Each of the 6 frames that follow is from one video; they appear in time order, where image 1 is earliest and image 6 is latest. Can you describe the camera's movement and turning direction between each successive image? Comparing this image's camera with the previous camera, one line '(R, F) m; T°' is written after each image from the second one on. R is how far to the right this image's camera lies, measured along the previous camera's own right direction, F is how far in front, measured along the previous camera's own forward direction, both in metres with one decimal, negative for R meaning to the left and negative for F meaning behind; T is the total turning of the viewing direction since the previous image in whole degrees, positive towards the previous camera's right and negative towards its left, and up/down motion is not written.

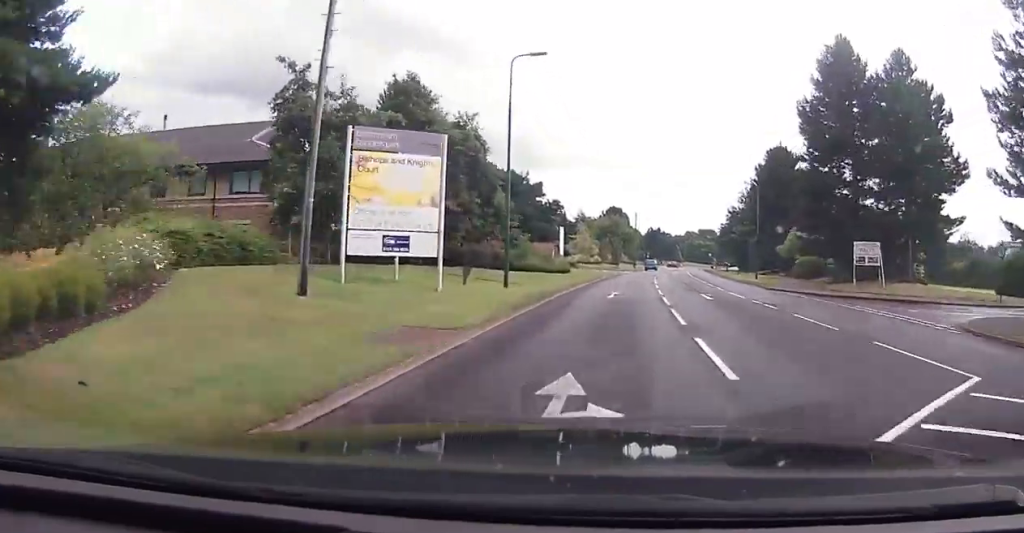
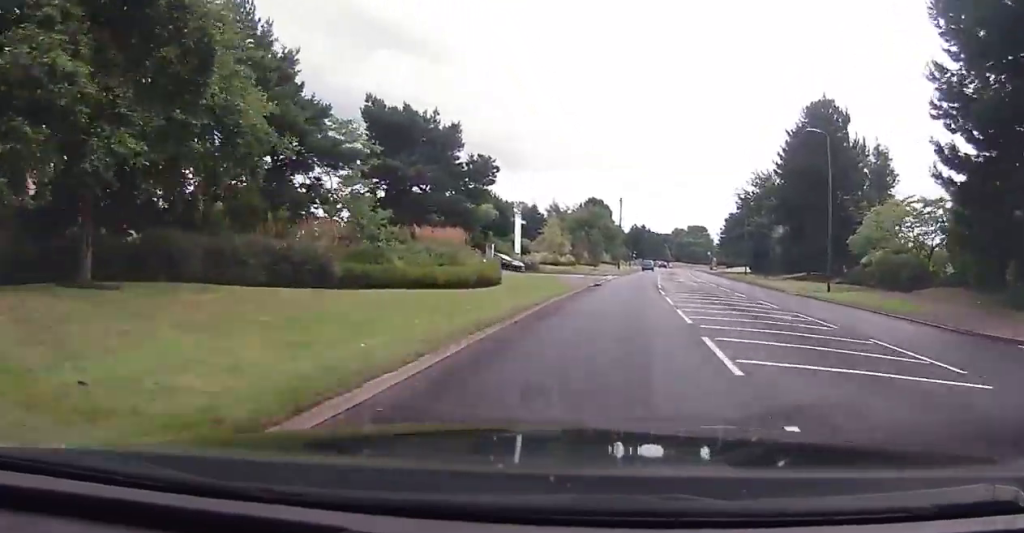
(+3.7, +23.8) m; +16°
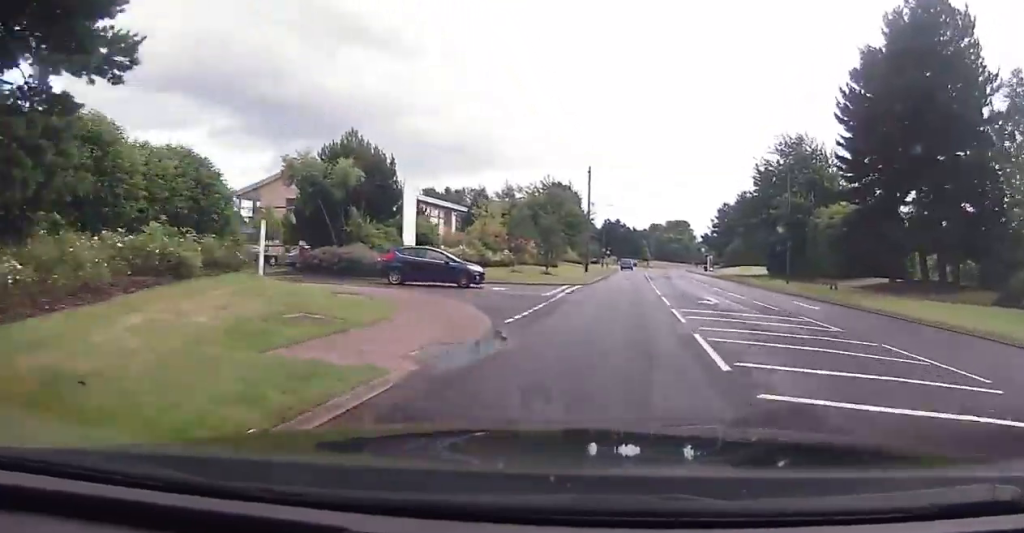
(-0.8, +24.7) m; -9°
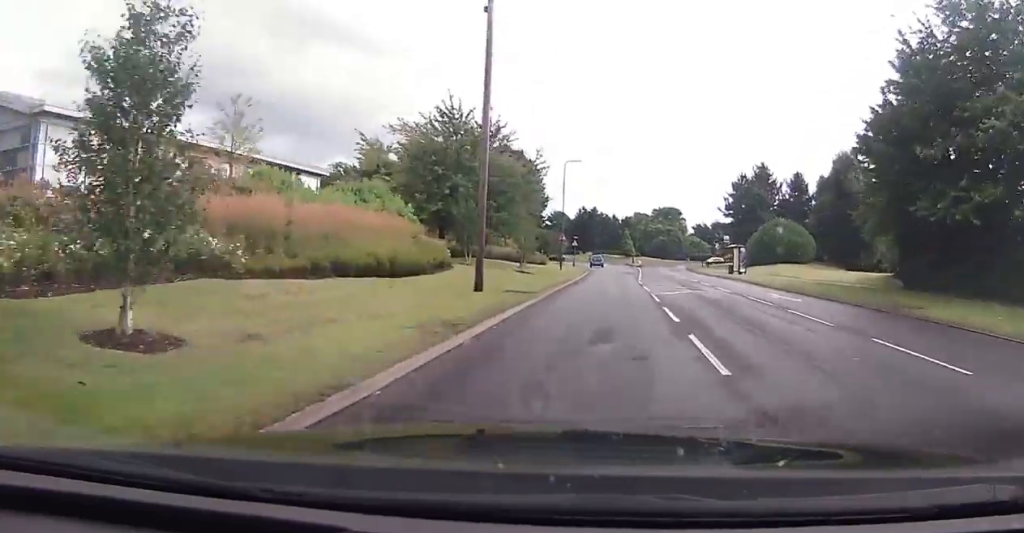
(+1.1, +36.4) m; +6°
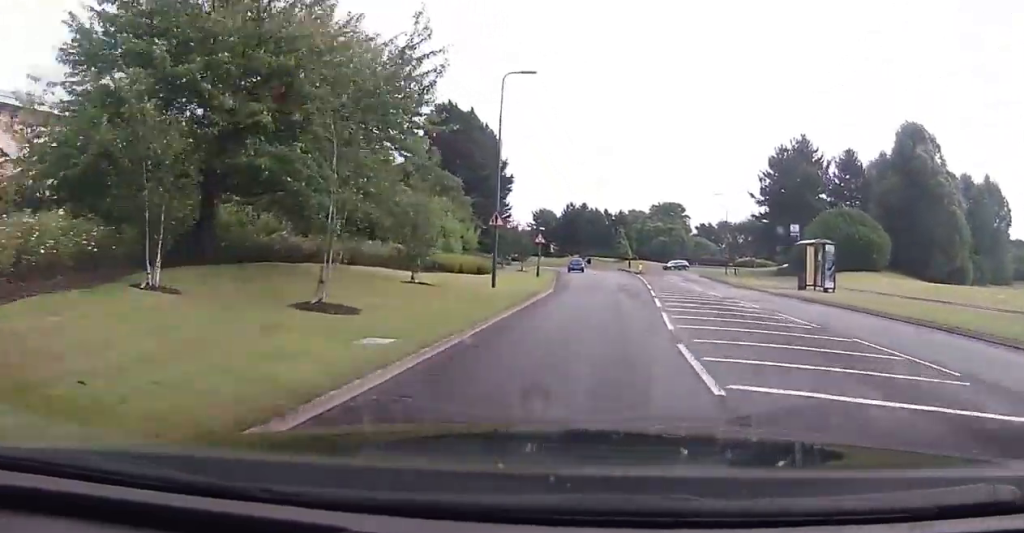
(+0.2, +24.8) m; 0°
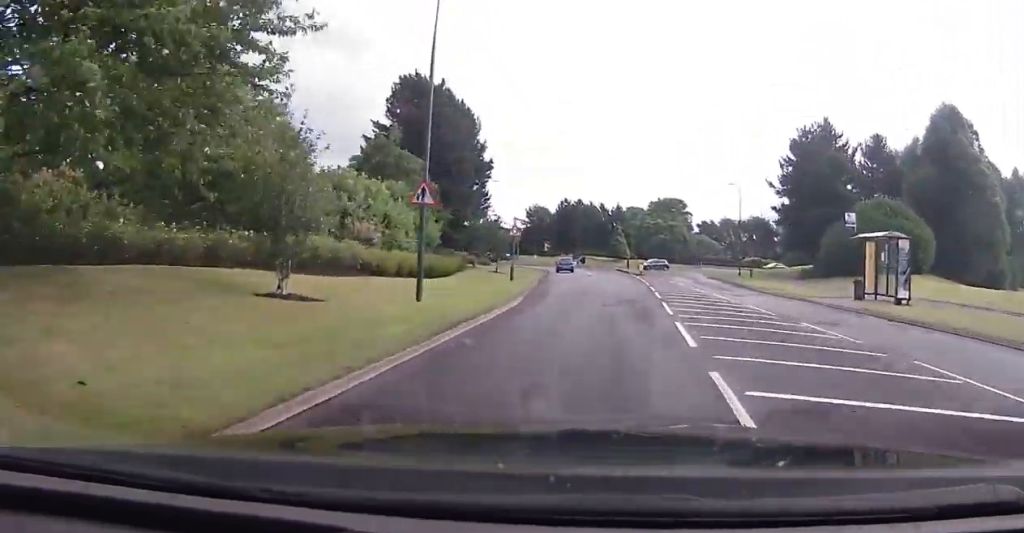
(0.0, +9.0) m; 0°
